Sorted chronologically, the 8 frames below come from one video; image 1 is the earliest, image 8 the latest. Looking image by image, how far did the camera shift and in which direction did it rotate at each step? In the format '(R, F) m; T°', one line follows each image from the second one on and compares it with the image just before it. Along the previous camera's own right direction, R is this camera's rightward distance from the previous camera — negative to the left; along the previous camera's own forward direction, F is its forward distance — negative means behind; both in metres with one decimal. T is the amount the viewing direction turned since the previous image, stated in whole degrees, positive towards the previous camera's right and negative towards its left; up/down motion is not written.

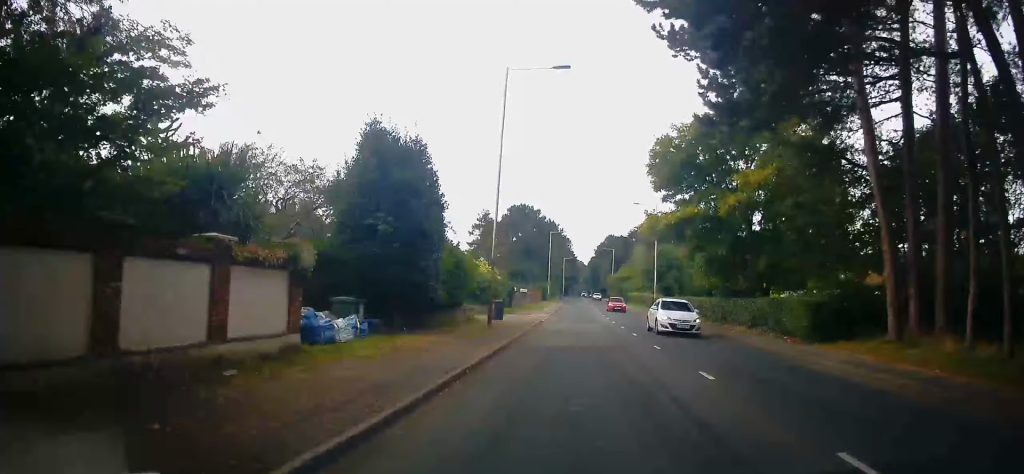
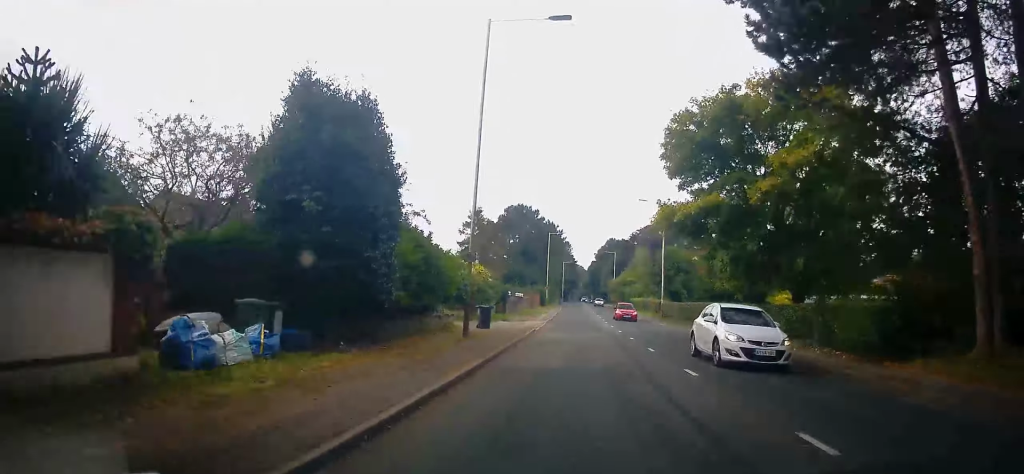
(0.0, +4.9) m; 0°
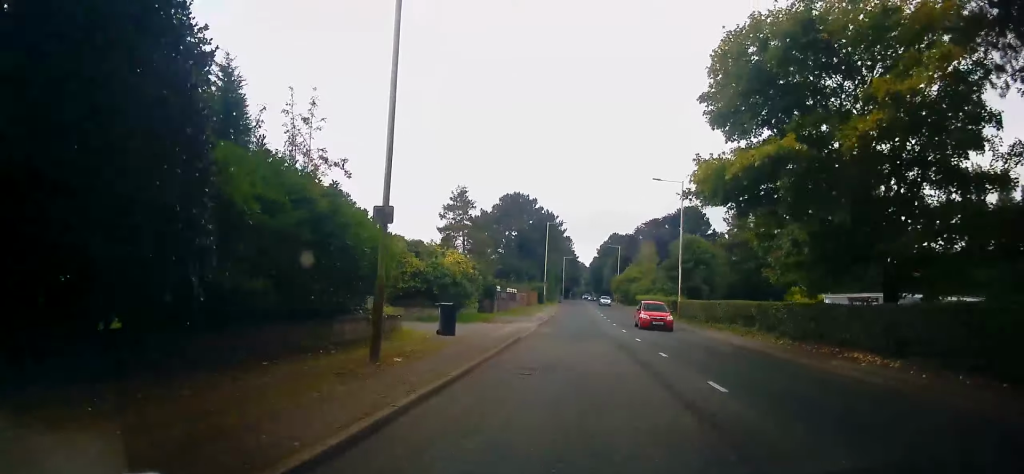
(0.0, +8.2) m; -1°
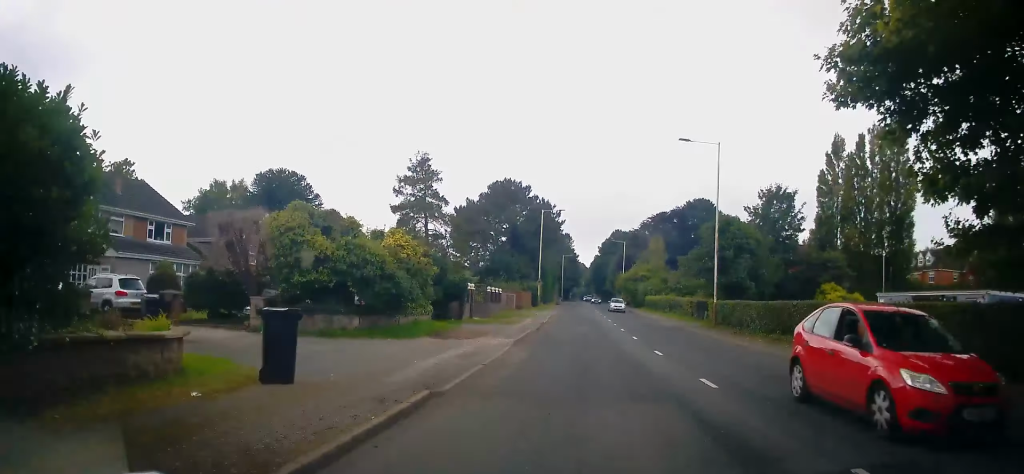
(-0.1, +11.6) m; 0°
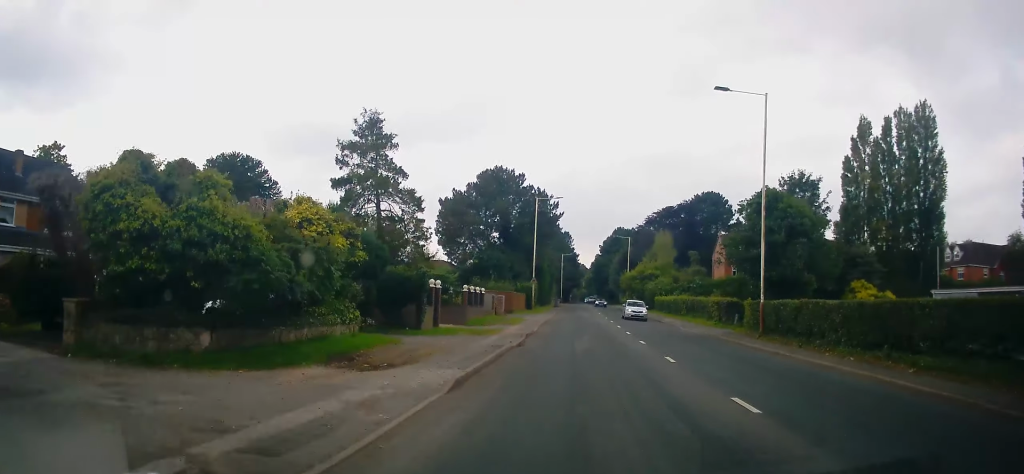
(+0.1, +8.6) m; +1°
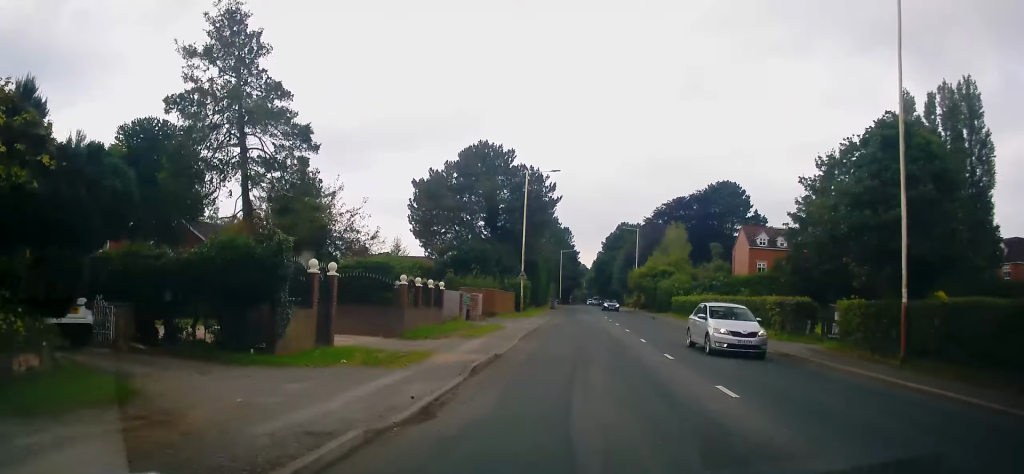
(0.0, +11.6) m; 0°
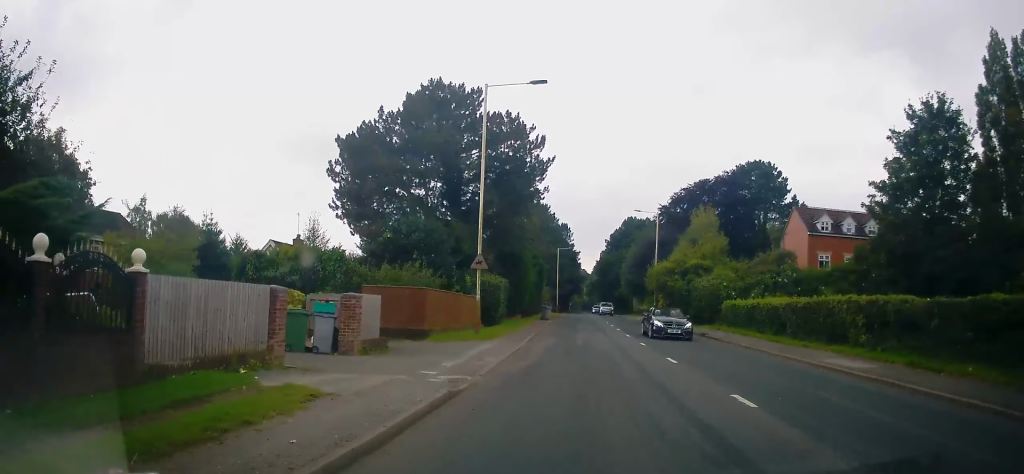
(-0.2, +19.1) m; -1°
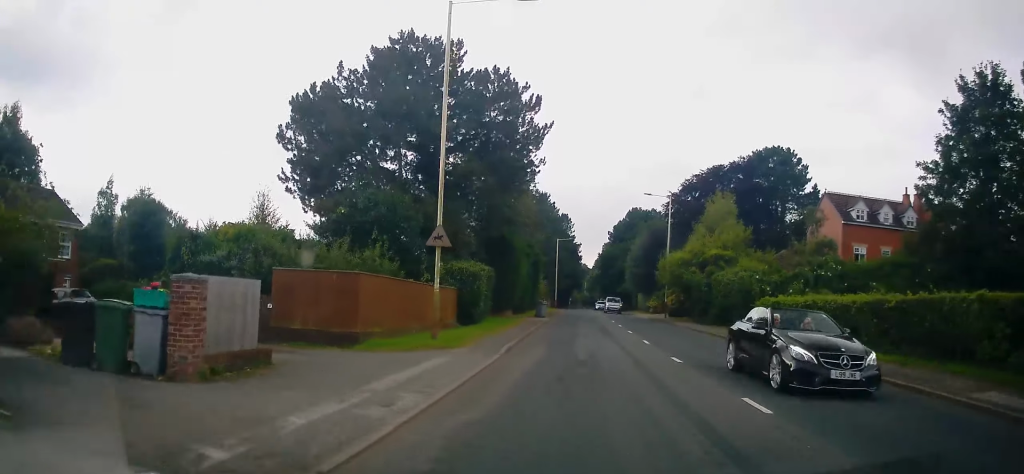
(0.0, +7.1) m; -1°
